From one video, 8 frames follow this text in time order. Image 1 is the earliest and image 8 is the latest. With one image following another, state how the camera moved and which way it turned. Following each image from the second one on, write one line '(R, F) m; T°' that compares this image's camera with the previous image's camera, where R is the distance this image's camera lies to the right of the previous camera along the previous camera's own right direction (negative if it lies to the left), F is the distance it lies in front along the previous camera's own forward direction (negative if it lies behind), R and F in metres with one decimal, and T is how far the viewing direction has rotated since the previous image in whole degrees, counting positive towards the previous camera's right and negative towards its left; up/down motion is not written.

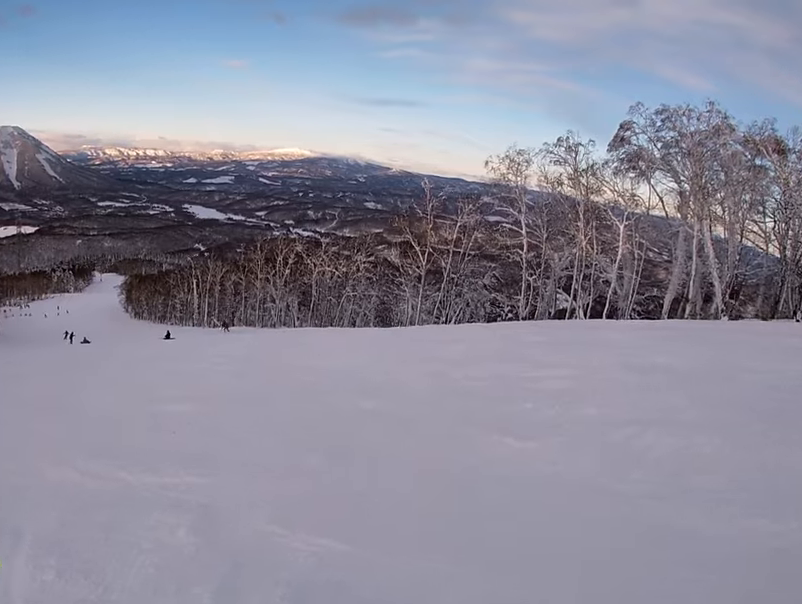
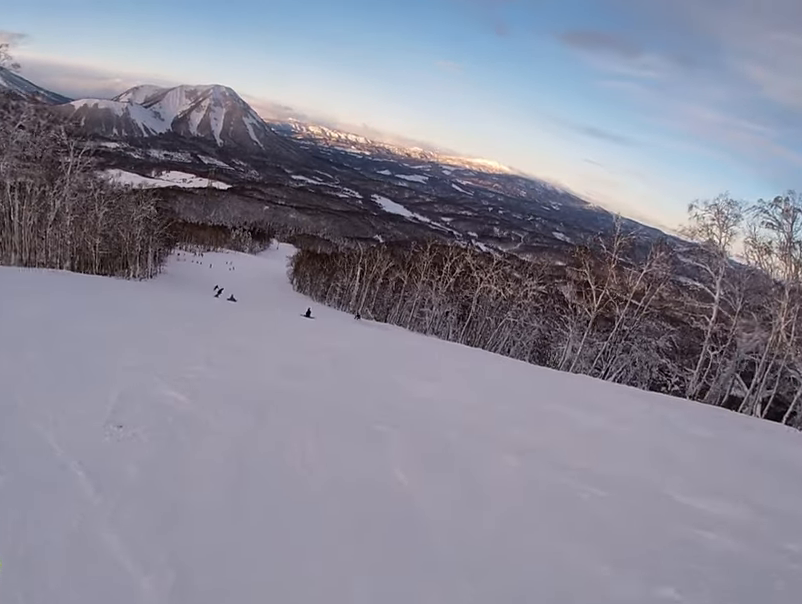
(-0.1, +2.8) m; -22°
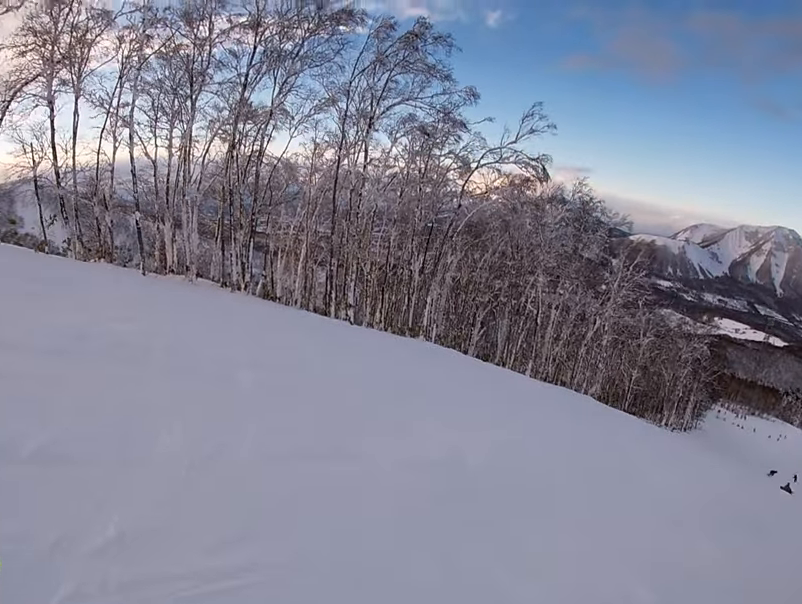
(-5.9, +7.2) m; -53°
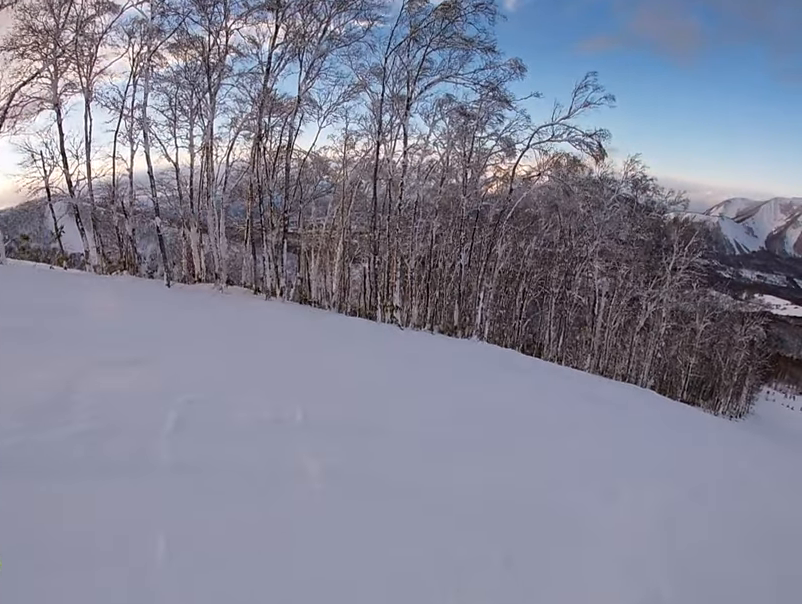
(-0.3, +2.7) m; +5°
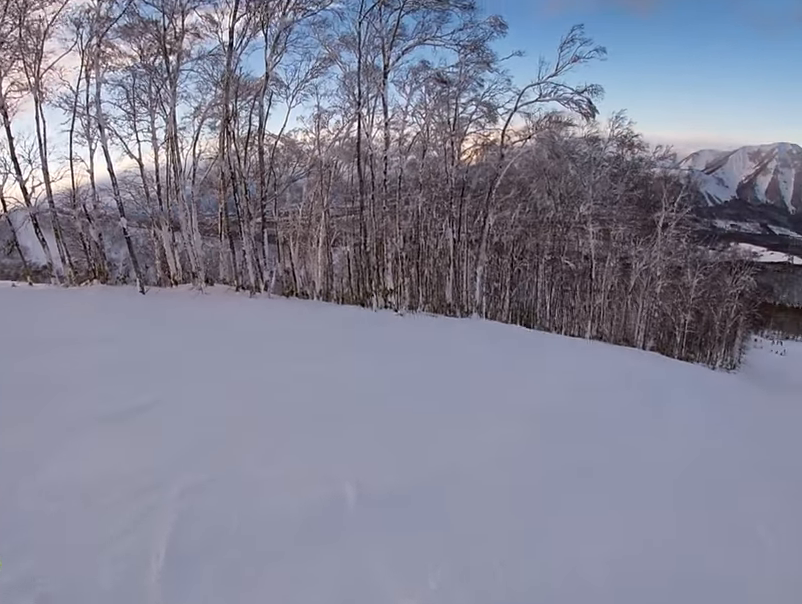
(+0.2, +2.4) m; +19°
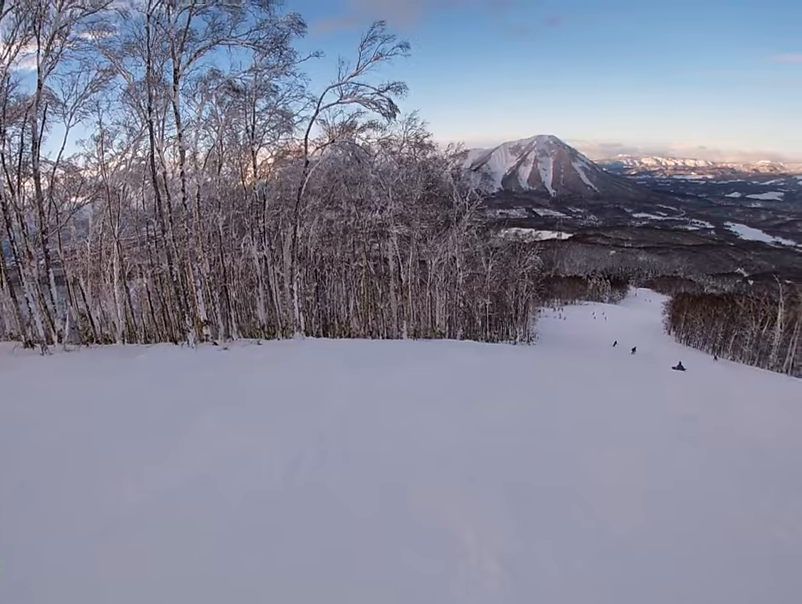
(+0.8, +2.5) m; +34°
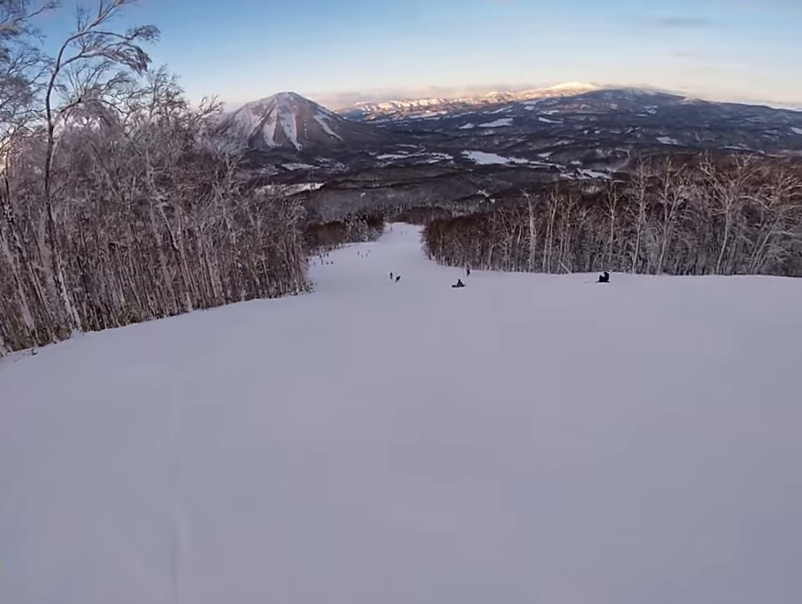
(+0.3, +1.9) m; +27°
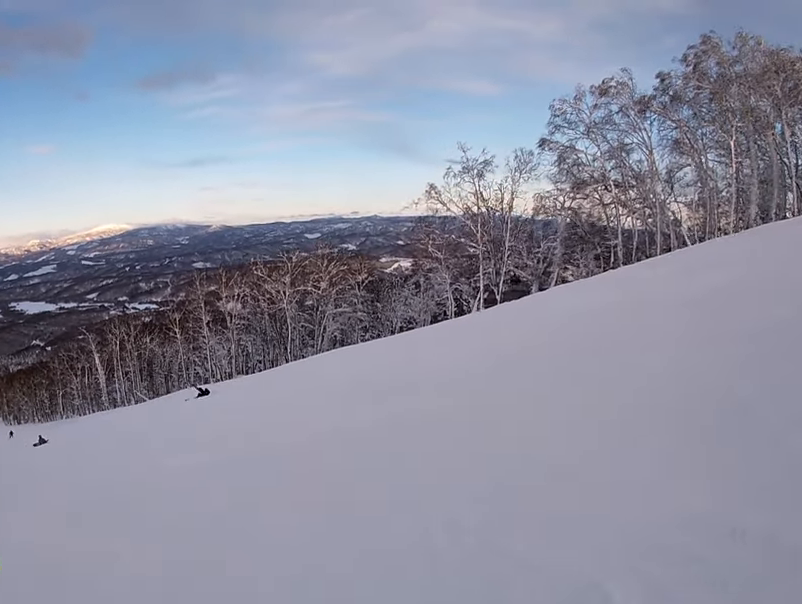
(+2.2, +3.6) m; +53°
